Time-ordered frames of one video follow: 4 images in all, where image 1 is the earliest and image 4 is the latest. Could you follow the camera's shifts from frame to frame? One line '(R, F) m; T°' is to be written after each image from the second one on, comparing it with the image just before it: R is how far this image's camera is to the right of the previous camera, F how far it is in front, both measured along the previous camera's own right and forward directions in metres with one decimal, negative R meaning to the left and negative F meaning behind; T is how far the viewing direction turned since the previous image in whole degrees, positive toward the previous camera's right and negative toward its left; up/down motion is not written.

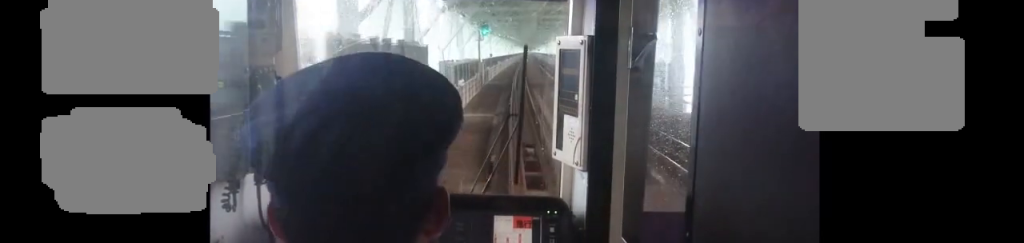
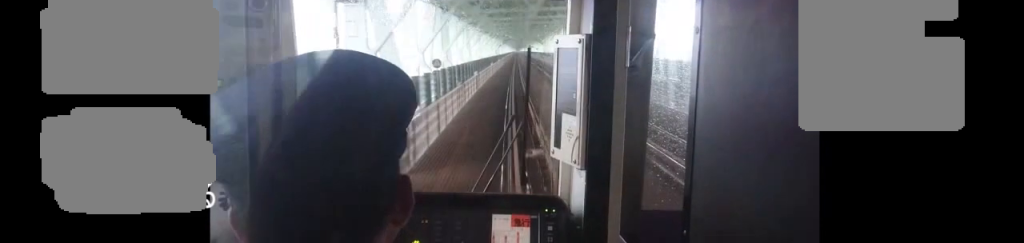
(-0.1, +35.3) m; 0°
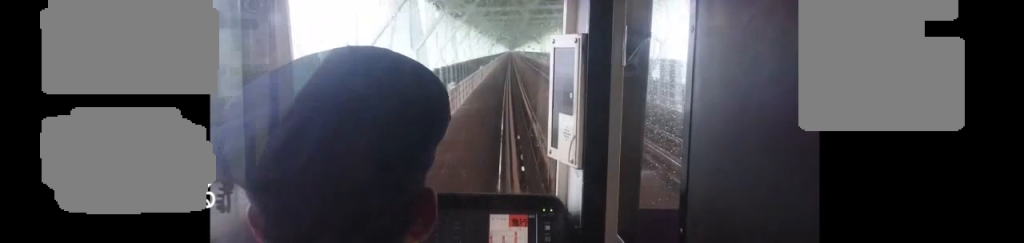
(+0.2, +14.1) m; +1°
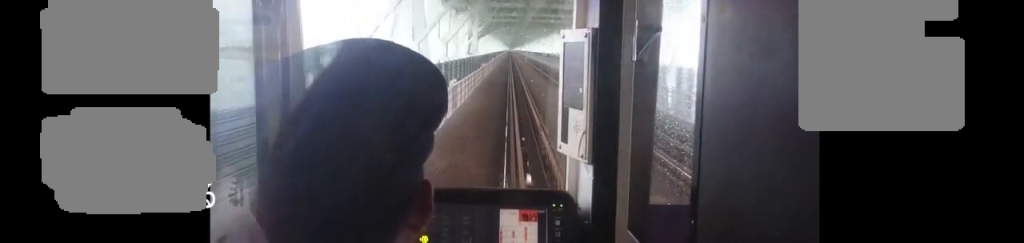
(-1.4, +79.7) m; -2°
